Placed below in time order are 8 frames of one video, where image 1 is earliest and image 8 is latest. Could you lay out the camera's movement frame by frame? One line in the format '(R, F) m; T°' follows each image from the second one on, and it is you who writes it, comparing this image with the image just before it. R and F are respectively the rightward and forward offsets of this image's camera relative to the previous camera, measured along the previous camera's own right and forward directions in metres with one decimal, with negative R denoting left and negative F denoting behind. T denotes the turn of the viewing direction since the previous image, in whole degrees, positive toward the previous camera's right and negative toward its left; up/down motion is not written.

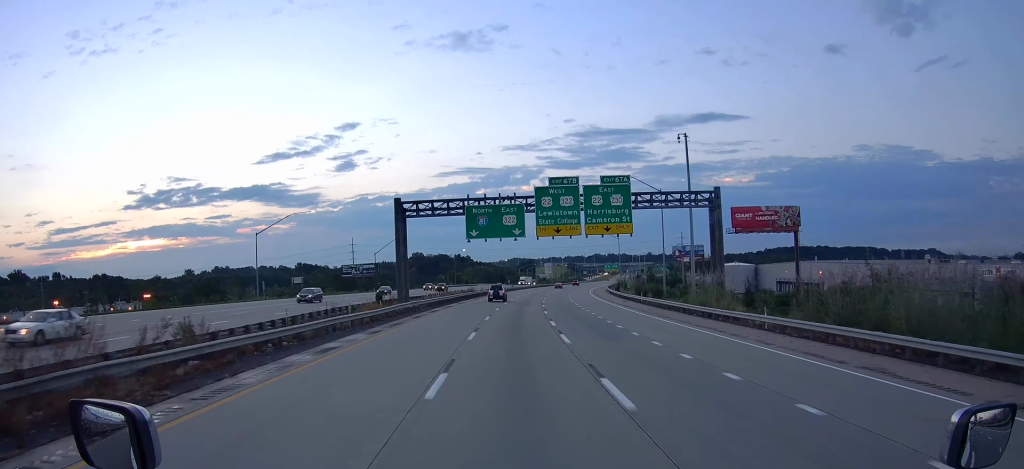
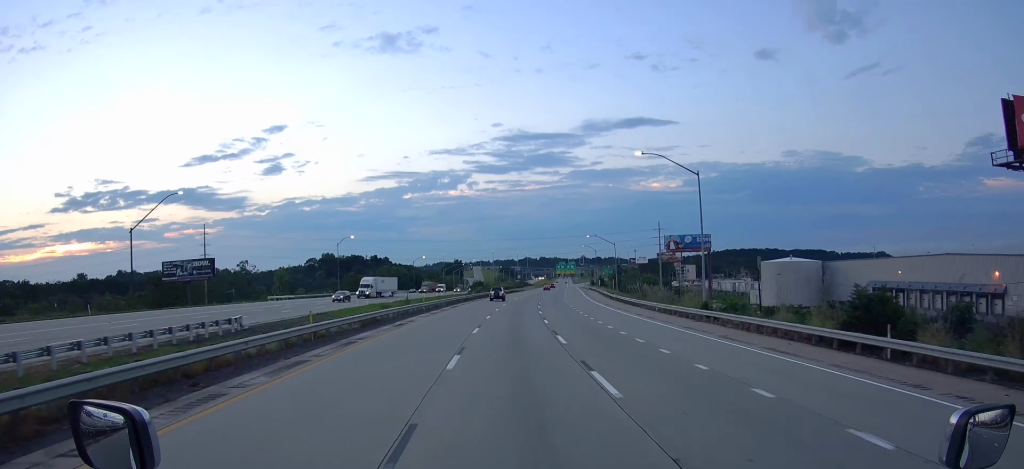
(+4.6, +93.0) m; +6°
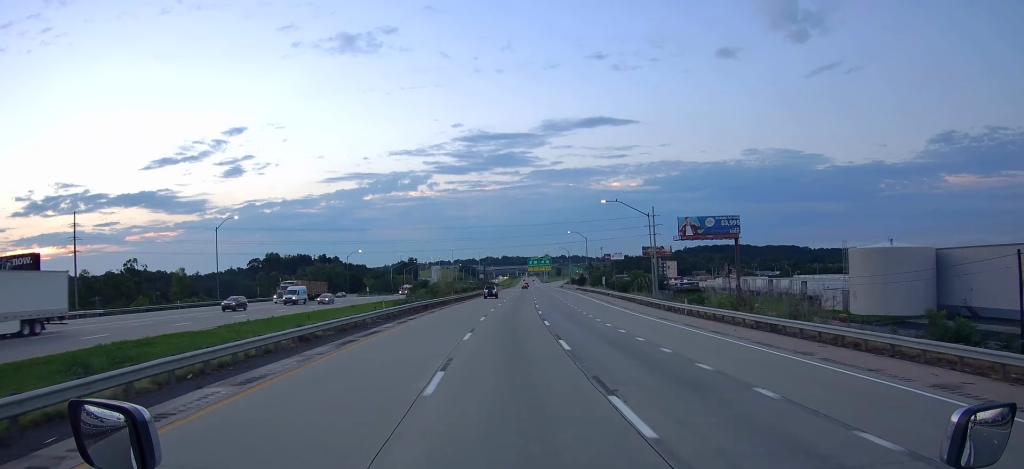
(+2.1, +52.8) m; +3°
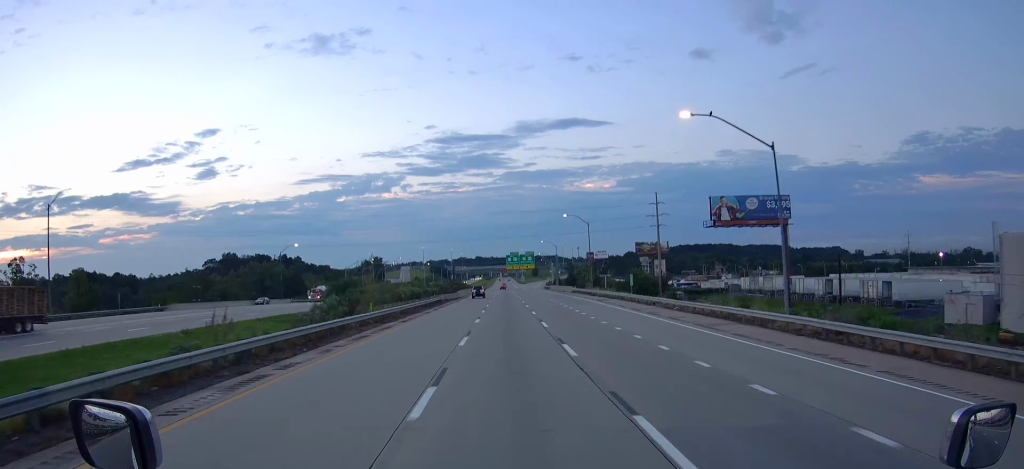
(+0.2, +39.0) m; +2°
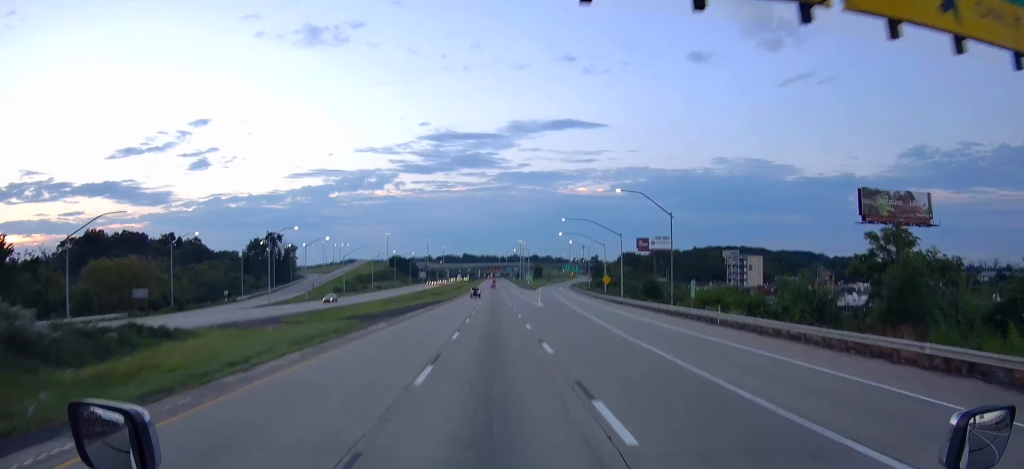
(+6.5, +180.2) m; +2°
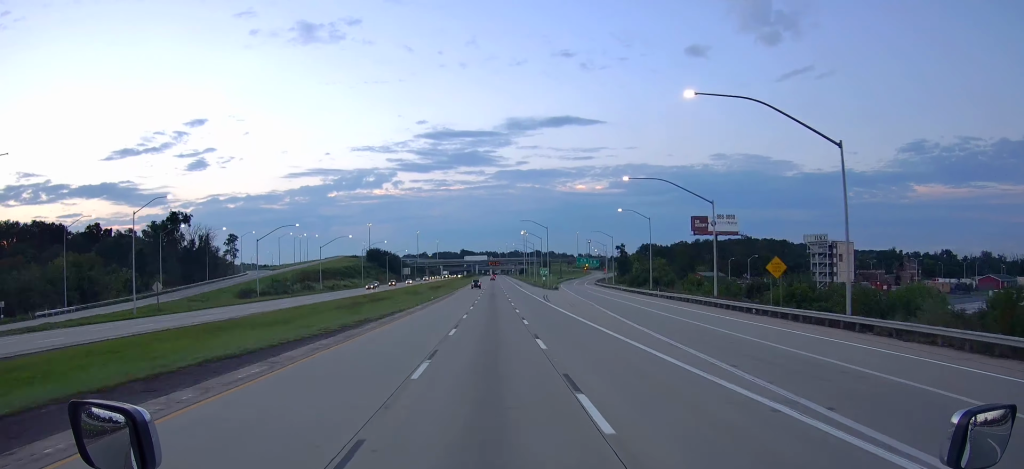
(+0.1, +73.6) m; 0°
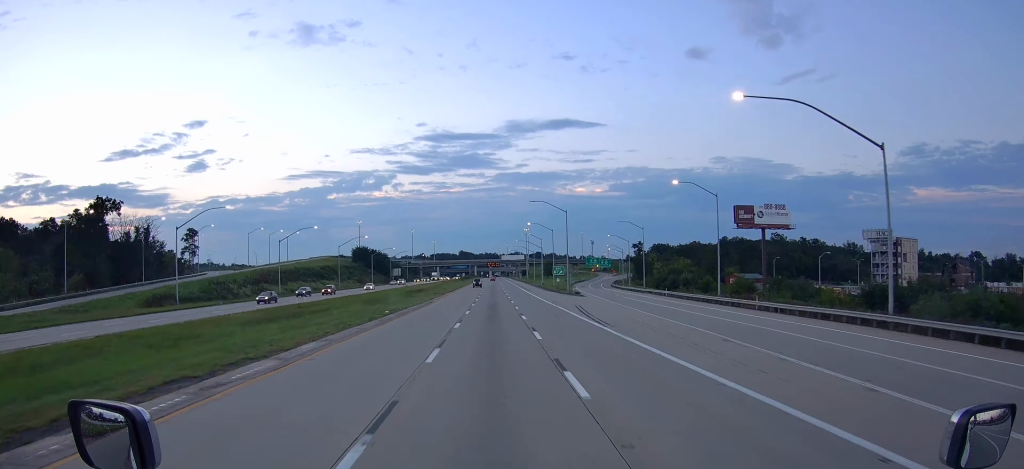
(-0.2, +34.0) m; 0°
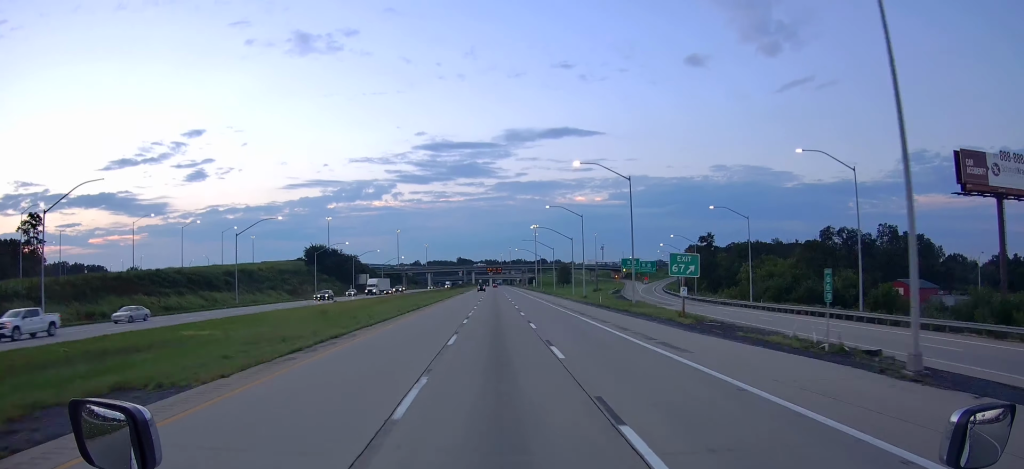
(-0.3, +79.4) m; 0°
